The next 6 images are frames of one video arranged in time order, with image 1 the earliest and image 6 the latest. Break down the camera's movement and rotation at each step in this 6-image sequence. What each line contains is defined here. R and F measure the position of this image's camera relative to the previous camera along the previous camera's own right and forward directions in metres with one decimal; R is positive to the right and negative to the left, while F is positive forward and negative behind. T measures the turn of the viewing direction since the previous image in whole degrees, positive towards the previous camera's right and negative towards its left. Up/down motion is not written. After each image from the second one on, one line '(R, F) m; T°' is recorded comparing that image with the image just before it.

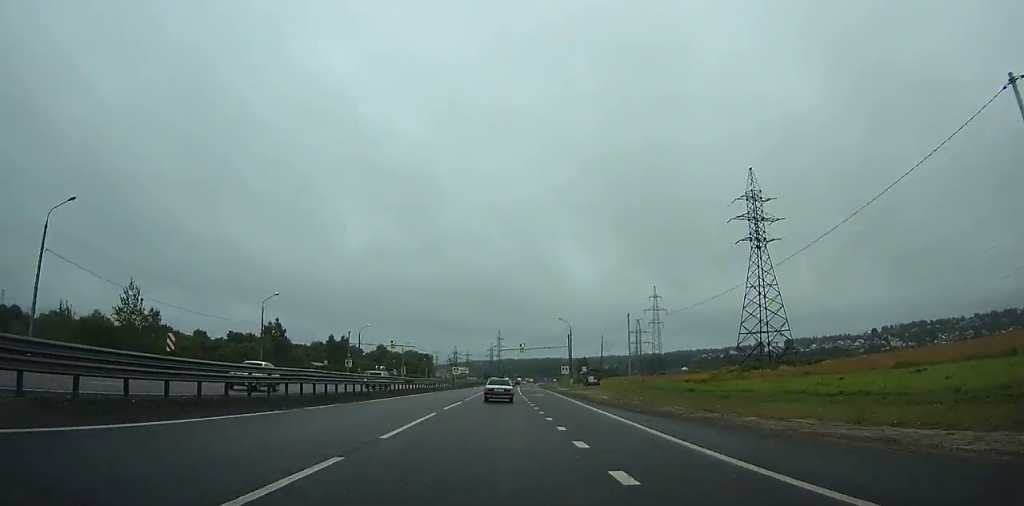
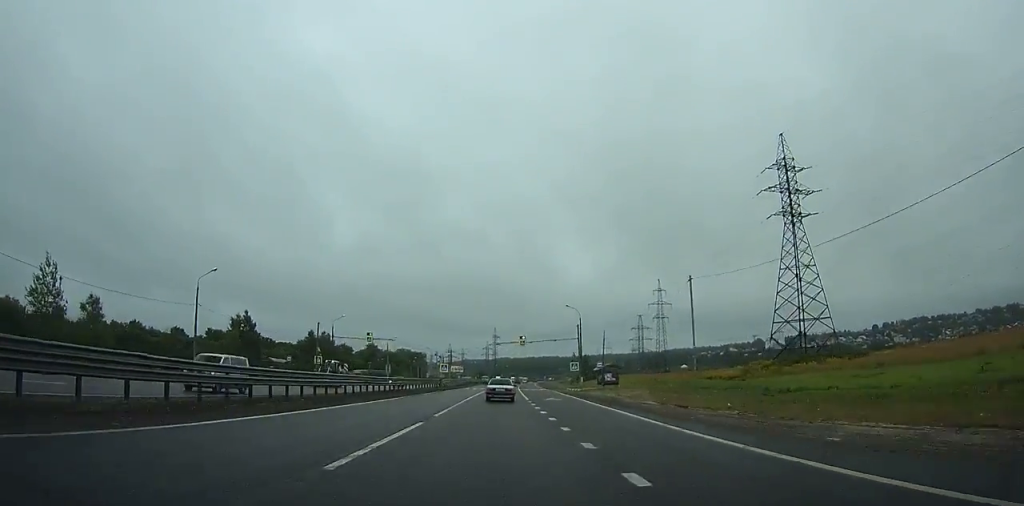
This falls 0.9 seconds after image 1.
(0.0, +16.0) m; 0°
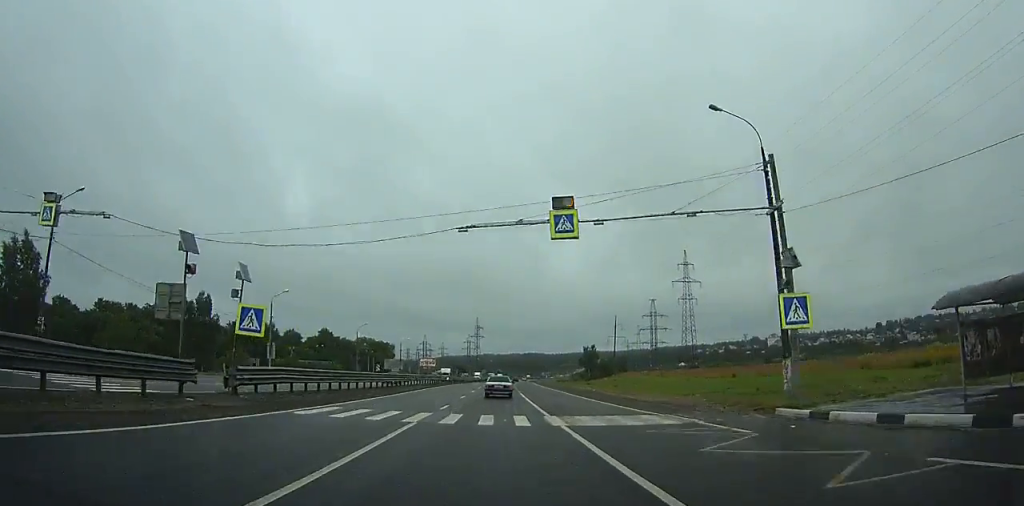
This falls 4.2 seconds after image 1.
(+0.3, +62.0) m; +1°
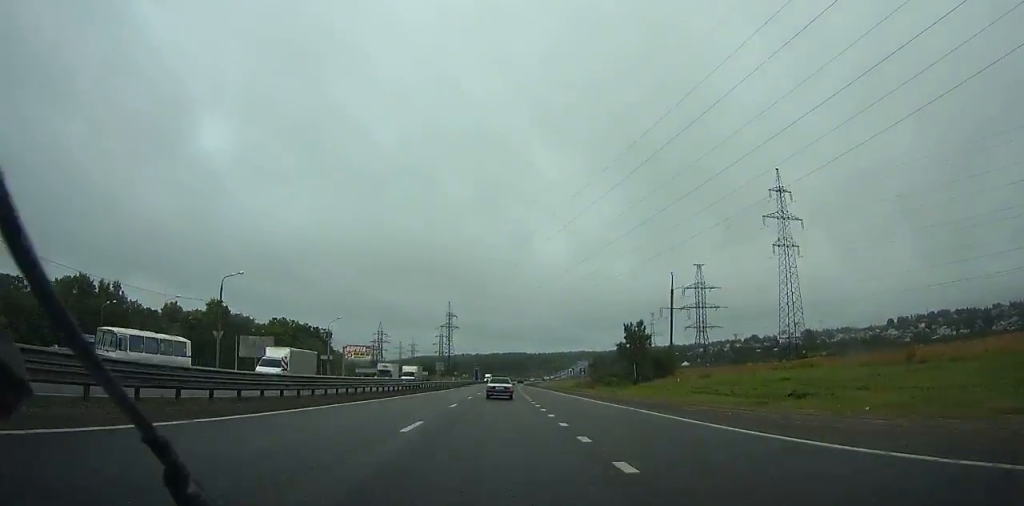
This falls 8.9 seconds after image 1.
(+2.1, +90.8) m; +2°
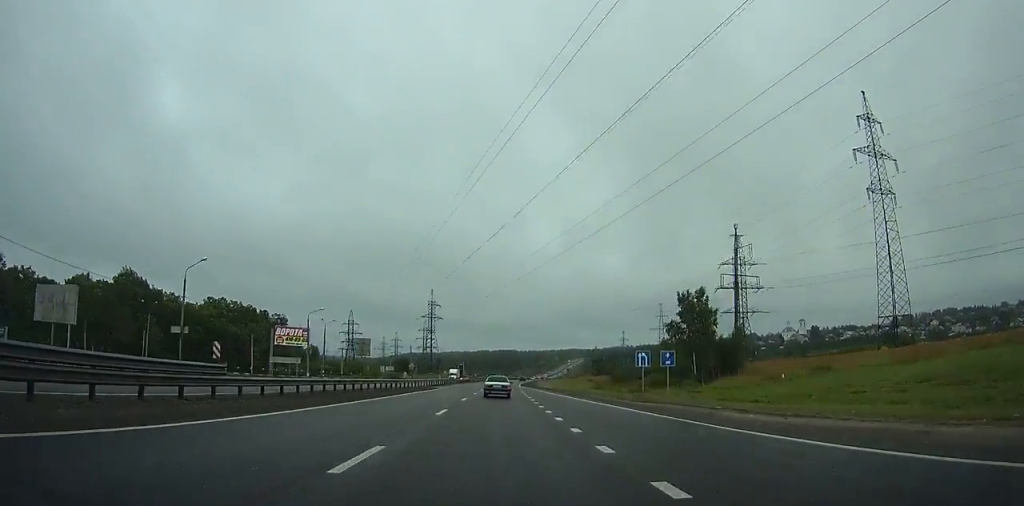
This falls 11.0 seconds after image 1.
(+0.5, +40.7) m; +1°
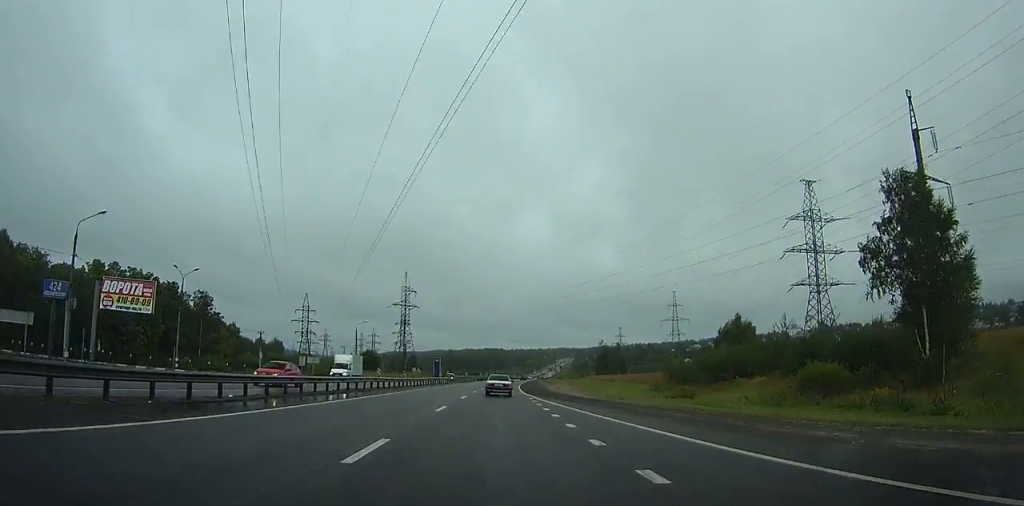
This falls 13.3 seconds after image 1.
(+0.4, +46.4) m; +1°
